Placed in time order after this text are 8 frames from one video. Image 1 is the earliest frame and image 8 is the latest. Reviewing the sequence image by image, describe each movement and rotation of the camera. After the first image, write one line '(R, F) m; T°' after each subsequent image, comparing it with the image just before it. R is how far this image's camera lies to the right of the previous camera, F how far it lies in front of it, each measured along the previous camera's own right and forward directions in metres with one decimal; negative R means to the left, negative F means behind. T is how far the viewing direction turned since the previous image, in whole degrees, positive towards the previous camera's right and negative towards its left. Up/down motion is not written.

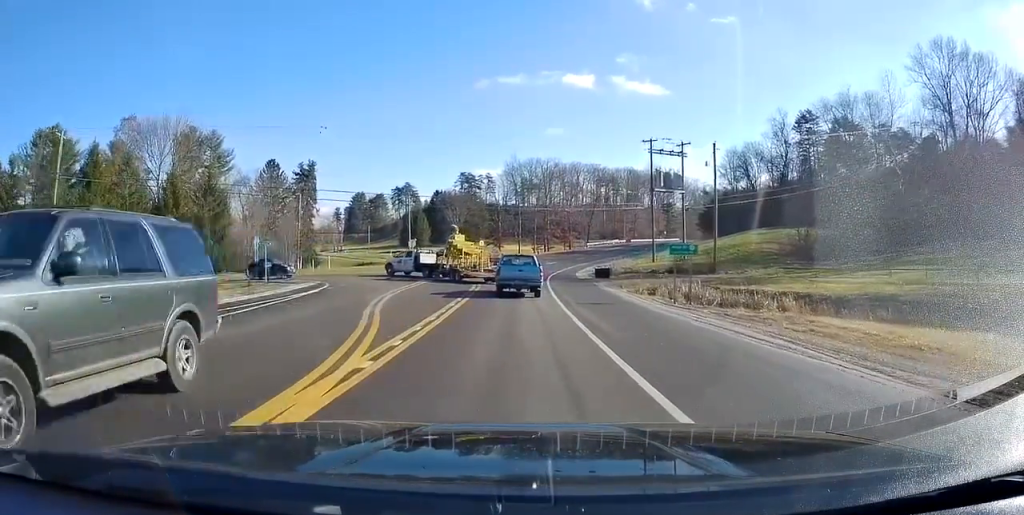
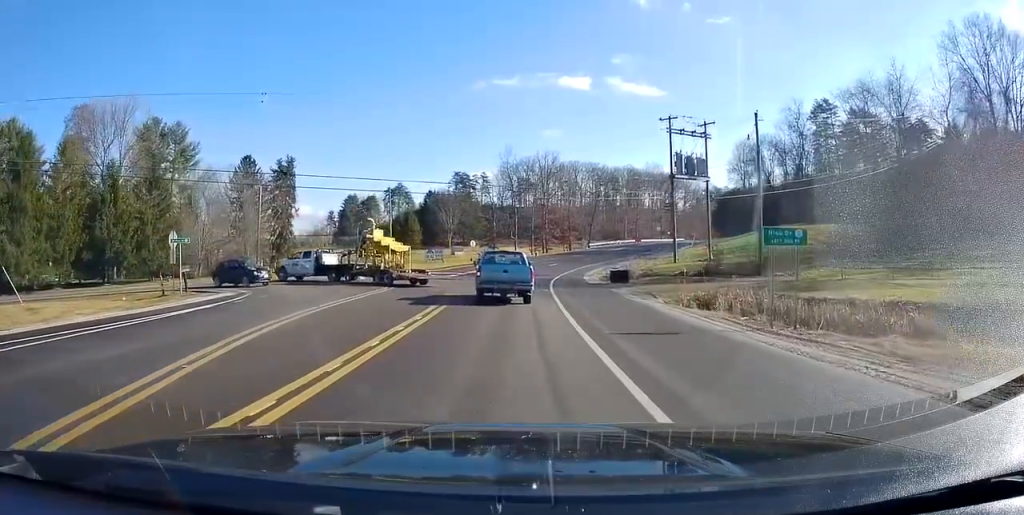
(-0.3, +9.9) m; -2°
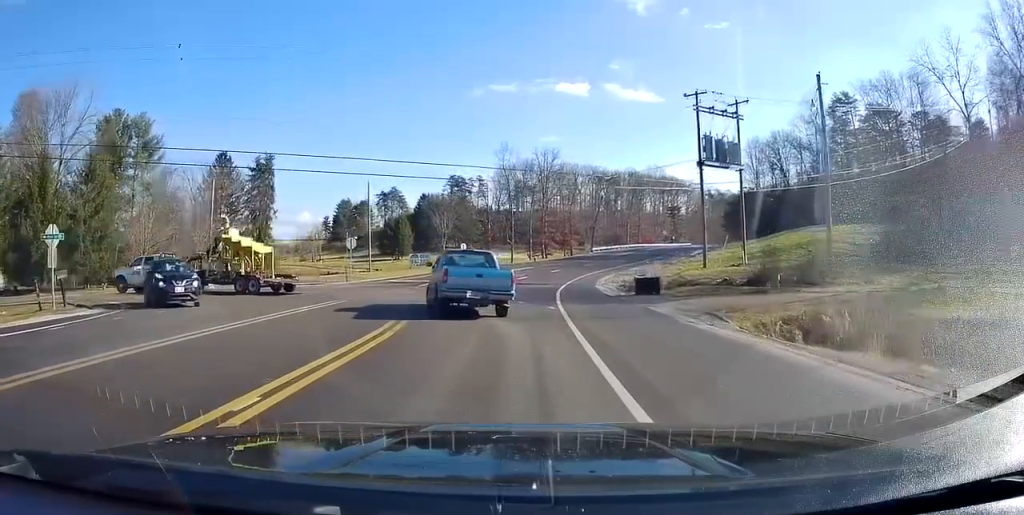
(-0.1, +9.8) m; +2°
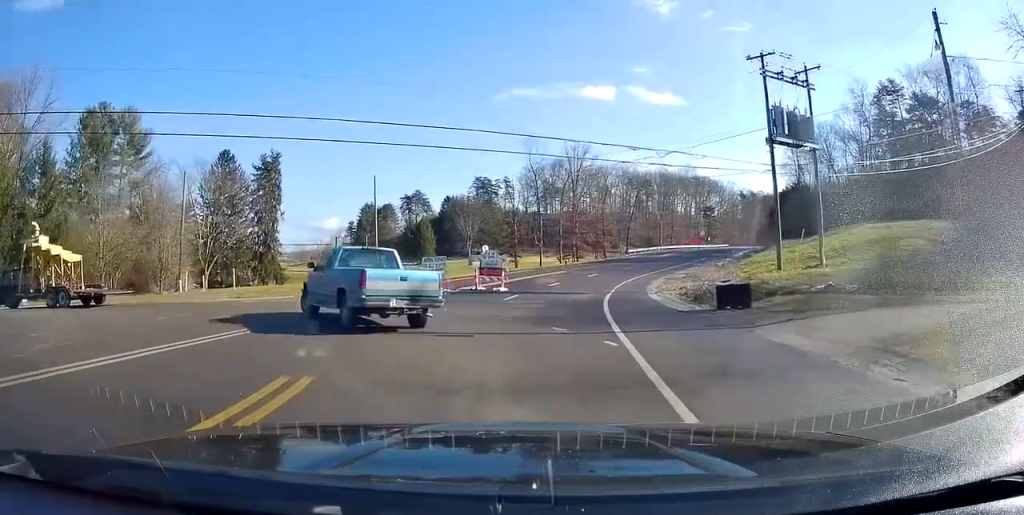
(+0.4, +9.5) m; +1°
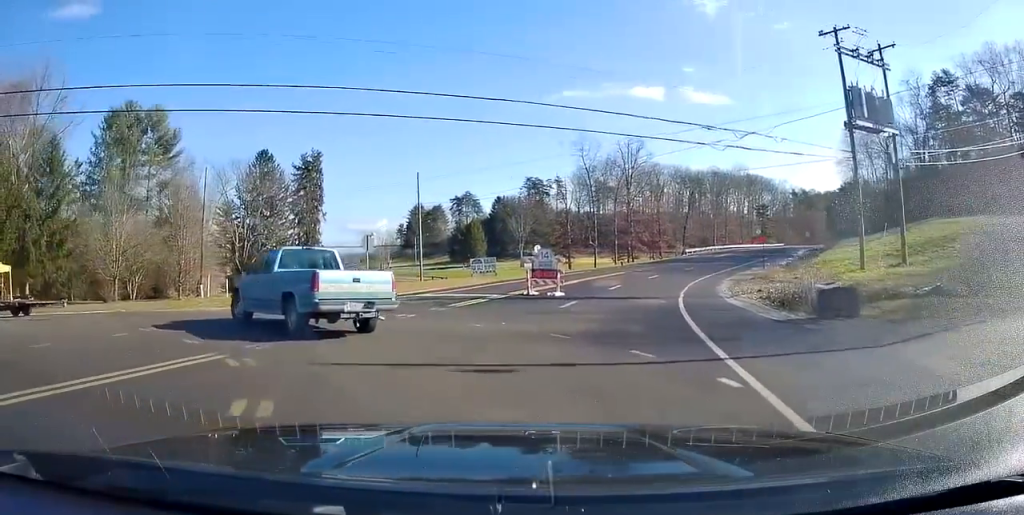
(-0.1, +4.3) m; -4°
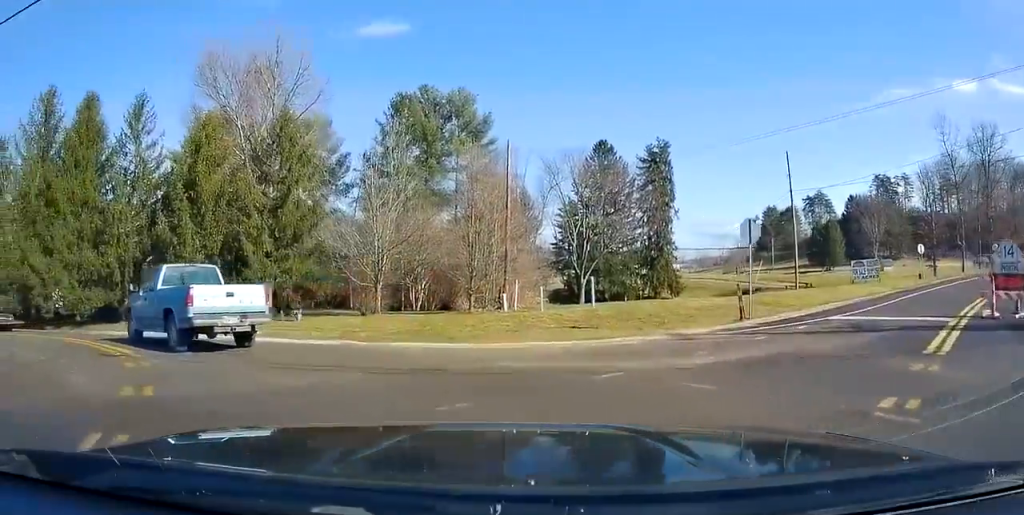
(-2.7, +11.5) m; -40°
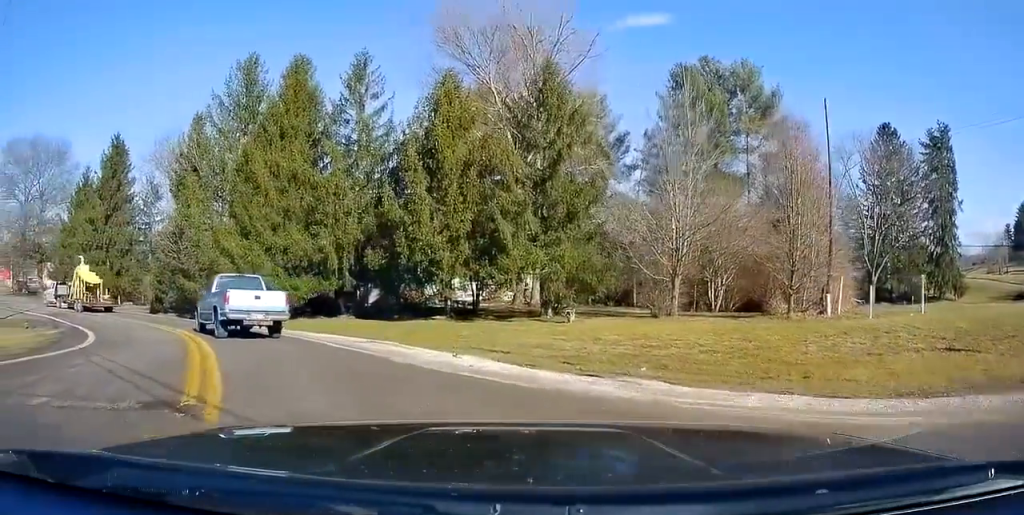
(-2.4, +6.5) m; -32°
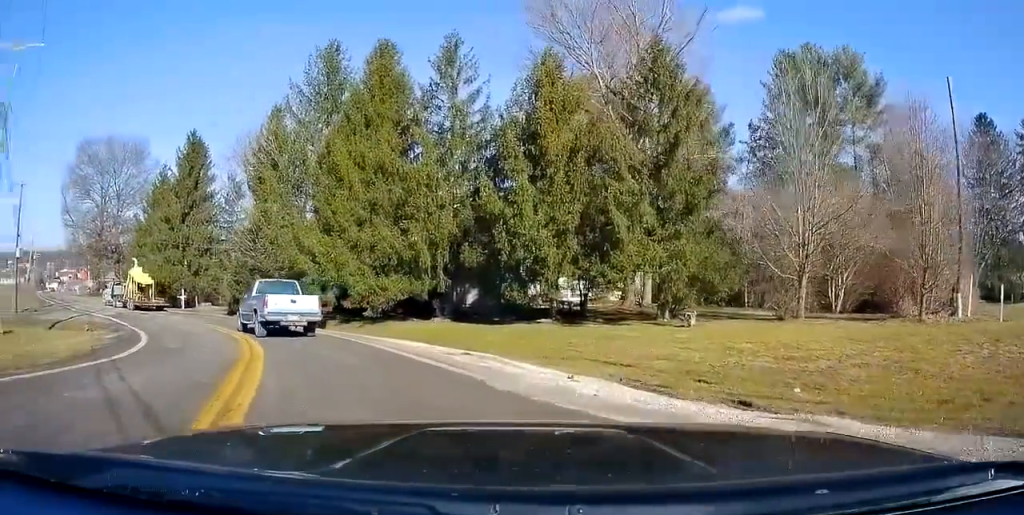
(-0.2, +2.4) m; -9°
